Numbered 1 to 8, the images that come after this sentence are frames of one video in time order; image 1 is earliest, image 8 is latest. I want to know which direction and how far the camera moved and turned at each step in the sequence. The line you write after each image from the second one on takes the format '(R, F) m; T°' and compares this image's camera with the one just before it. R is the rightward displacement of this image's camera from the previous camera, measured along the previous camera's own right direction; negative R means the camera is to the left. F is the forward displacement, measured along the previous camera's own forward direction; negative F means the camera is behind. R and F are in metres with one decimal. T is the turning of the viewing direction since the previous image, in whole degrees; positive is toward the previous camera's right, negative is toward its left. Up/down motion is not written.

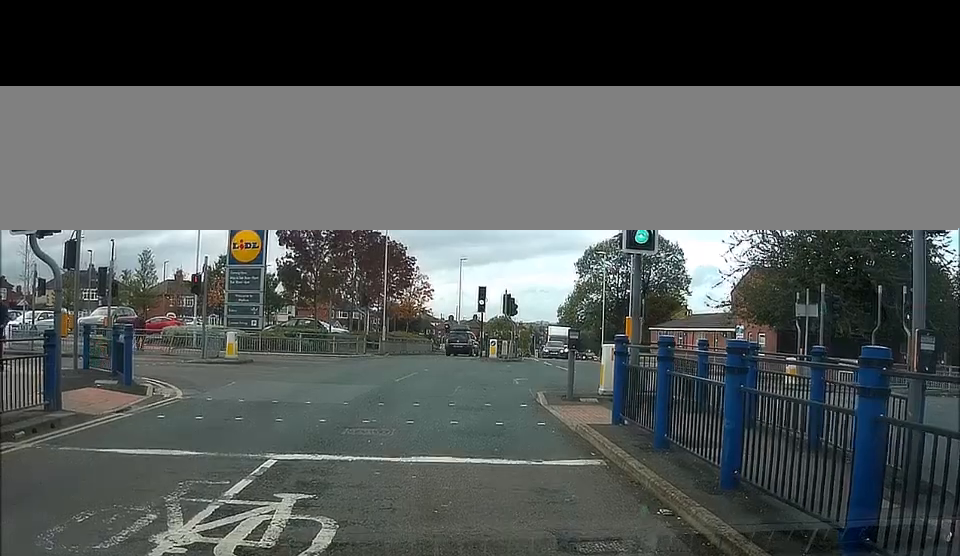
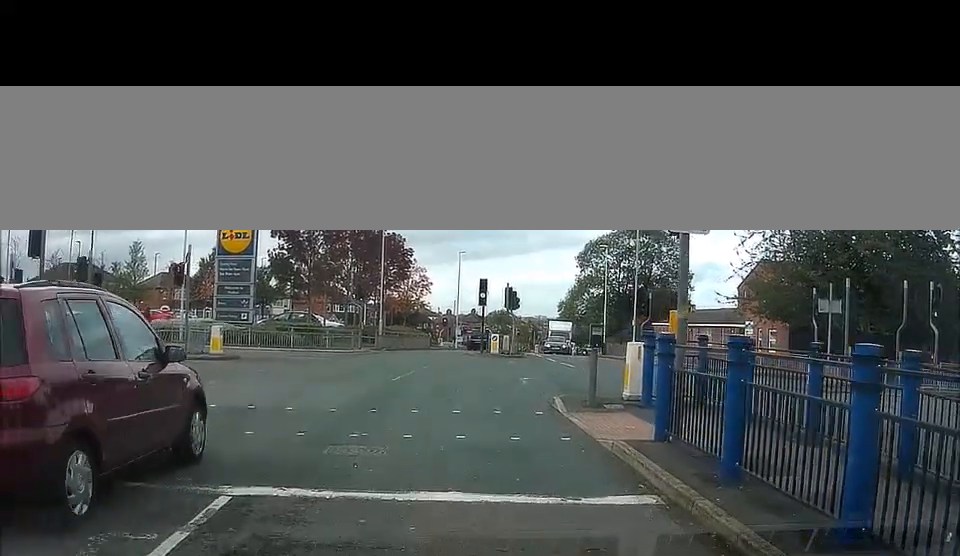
(0.0, +0.2) m; 0°
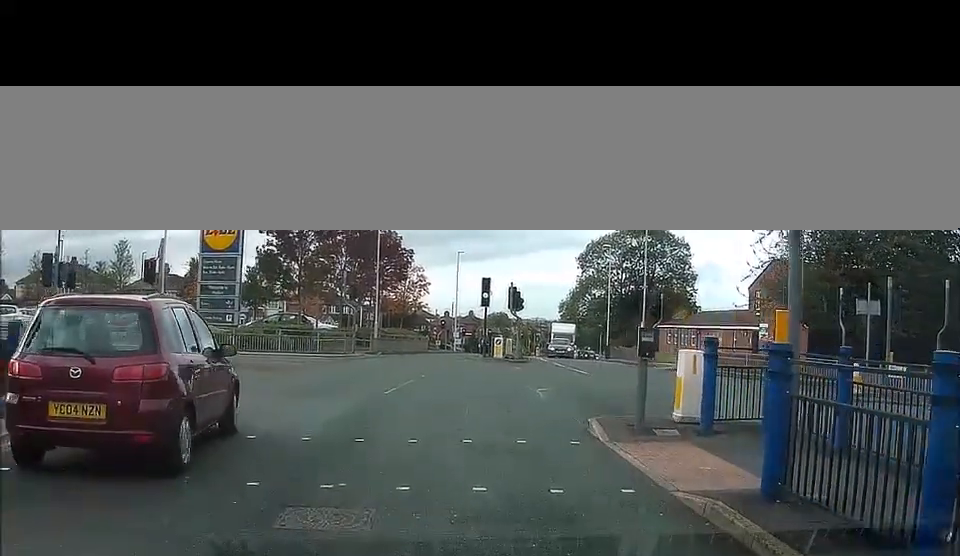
(+0.1, +0.8) m; 0°
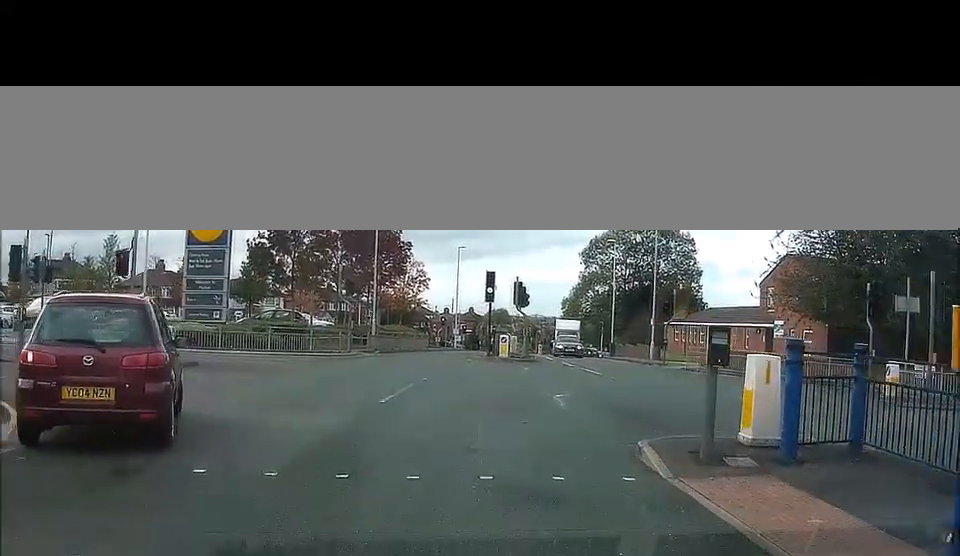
(0.0, +1.3) m; -4°
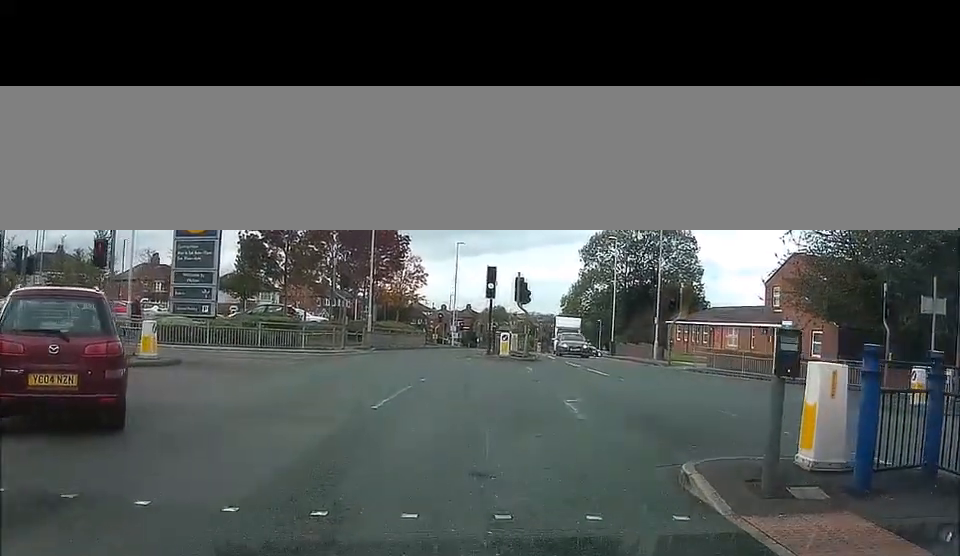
(0.0, +1.1) m; -5°
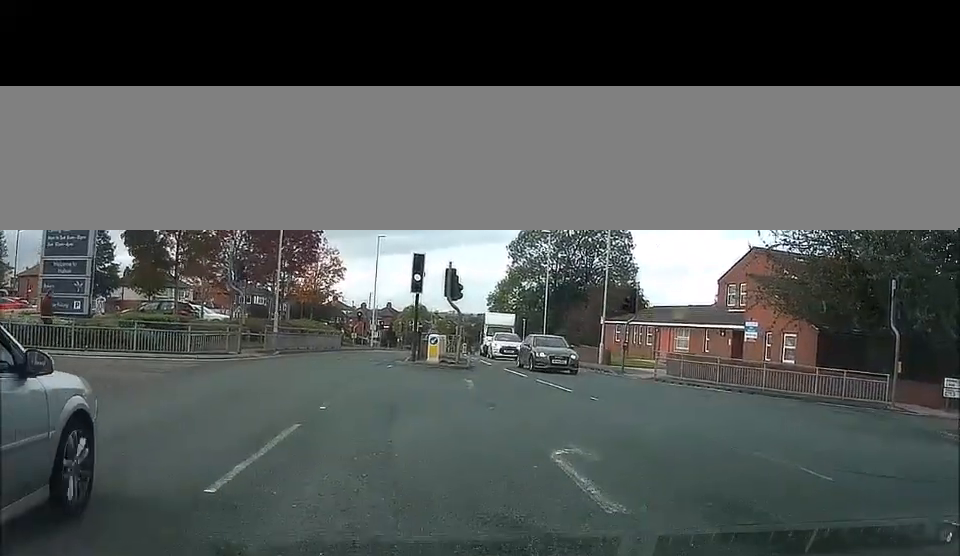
(-0.4, +5.6) m; +4°
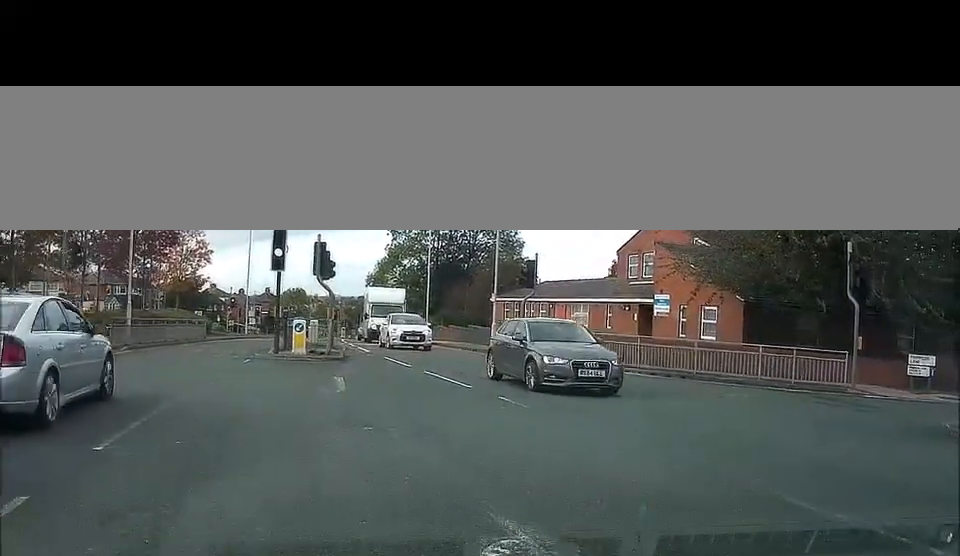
(+1.0, +4.5) m; +24°
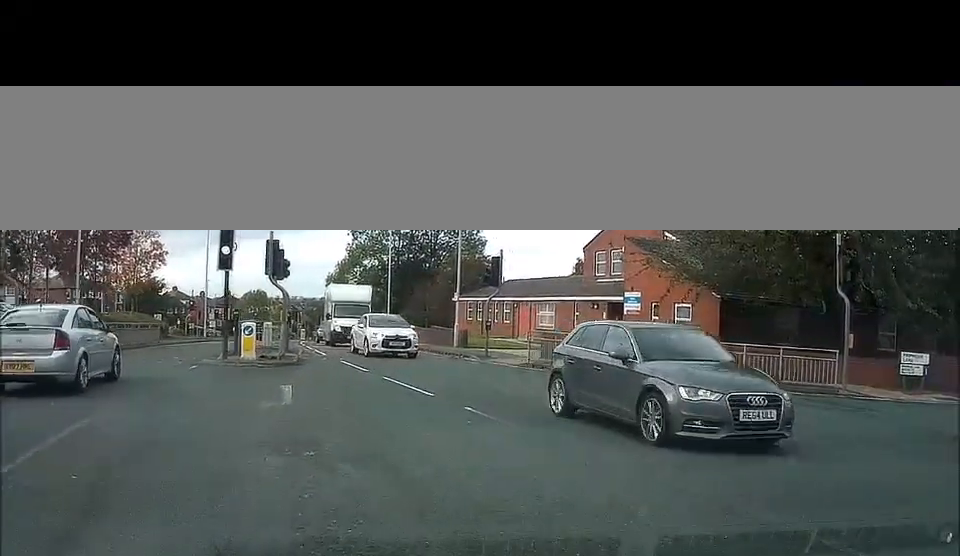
(+0.2, +1.9) m; +7°
